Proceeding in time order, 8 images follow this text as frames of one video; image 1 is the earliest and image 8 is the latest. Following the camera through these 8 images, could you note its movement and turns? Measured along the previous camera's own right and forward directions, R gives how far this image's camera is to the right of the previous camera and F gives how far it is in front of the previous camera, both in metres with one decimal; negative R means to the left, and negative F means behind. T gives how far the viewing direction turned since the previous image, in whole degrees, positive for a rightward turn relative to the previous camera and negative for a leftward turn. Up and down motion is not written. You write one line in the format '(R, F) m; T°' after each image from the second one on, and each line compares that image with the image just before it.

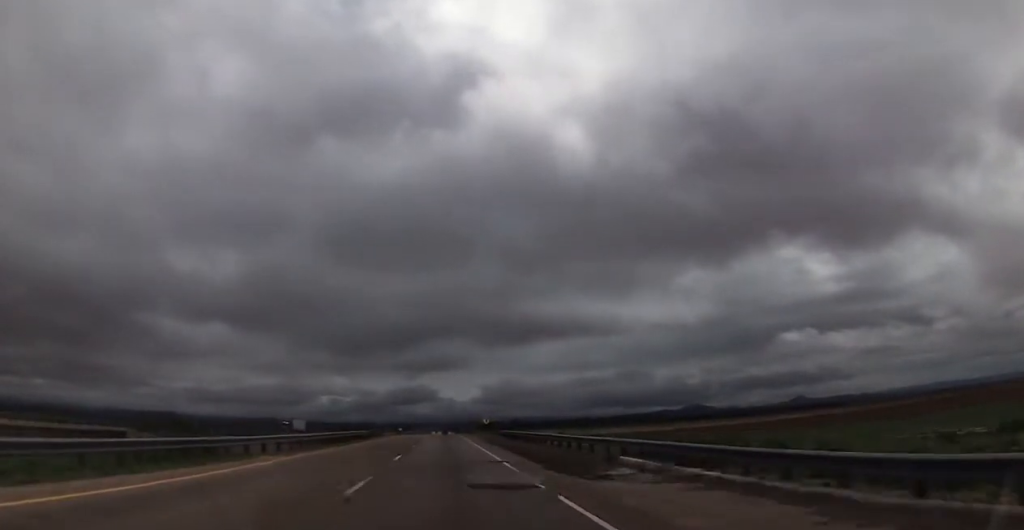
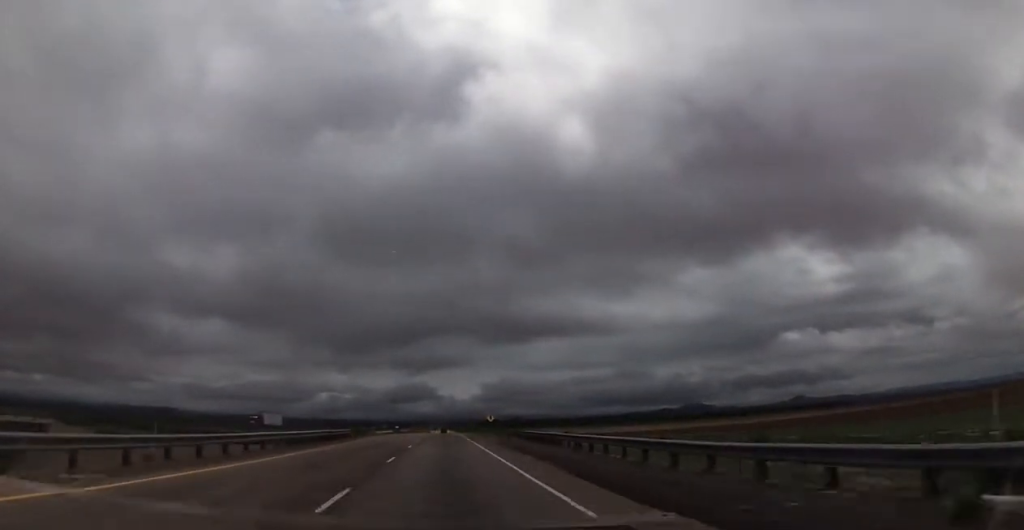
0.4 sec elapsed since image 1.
(0.0, +15.0) m; 0°
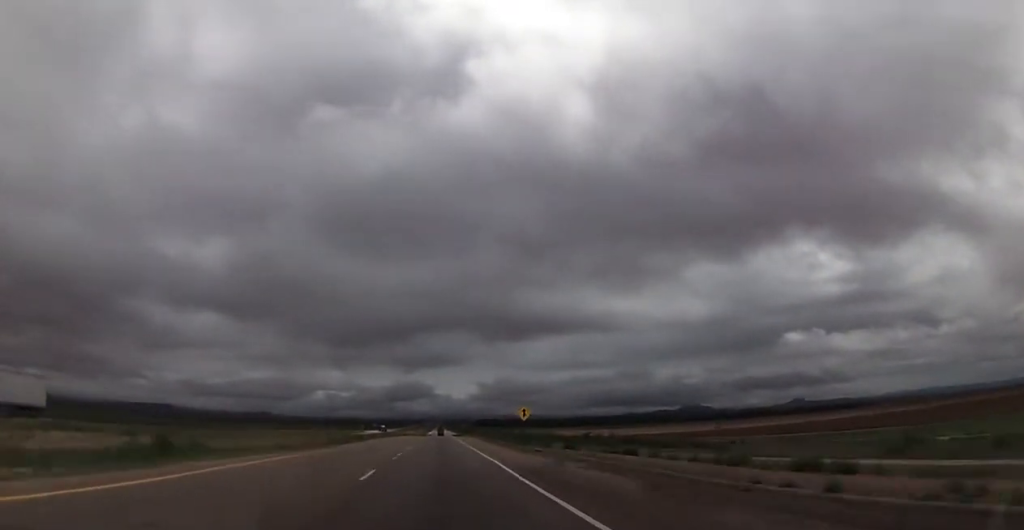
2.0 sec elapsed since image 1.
(0.0, +54.6) m; 0°
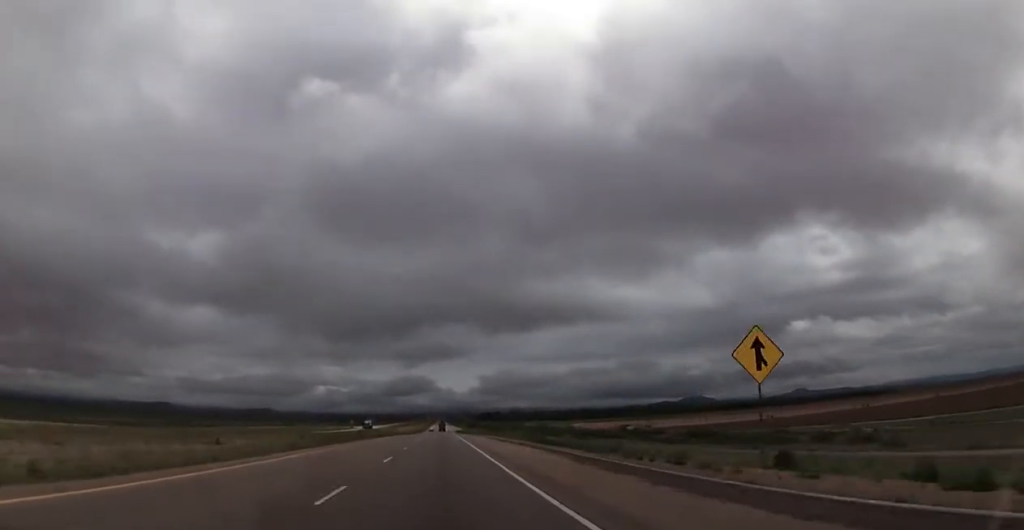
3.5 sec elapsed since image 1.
(+0.1, +53.6) m; 0°
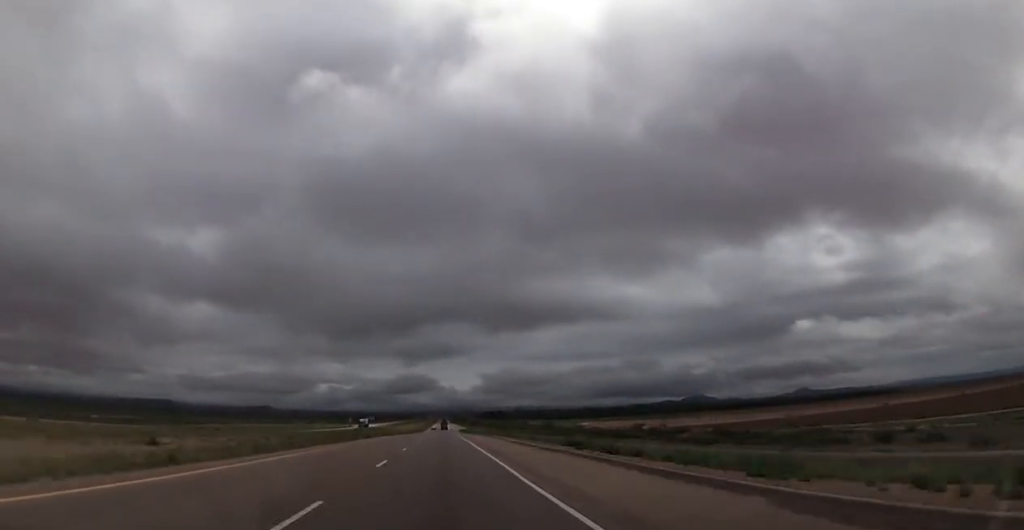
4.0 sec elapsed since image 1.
(0.0, +15.2) m; 0°
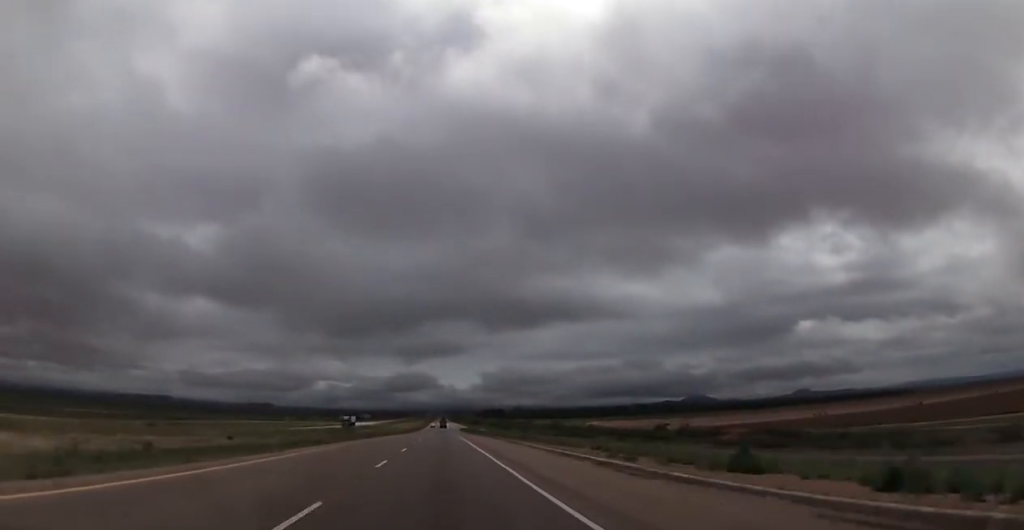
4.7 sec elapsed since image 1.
(0.0, +24.5) m; 0°
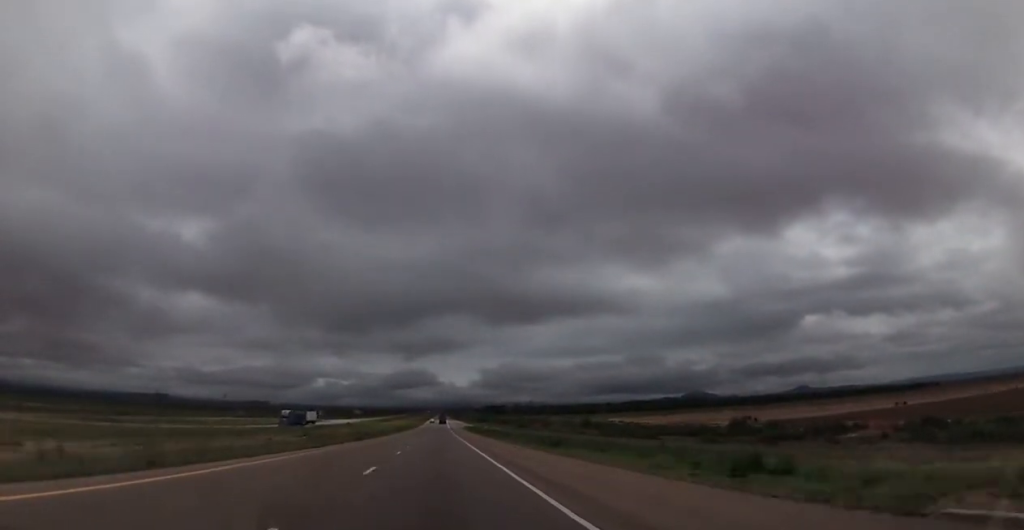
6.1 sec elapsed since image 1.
(0.0, +51.4) m; 0°
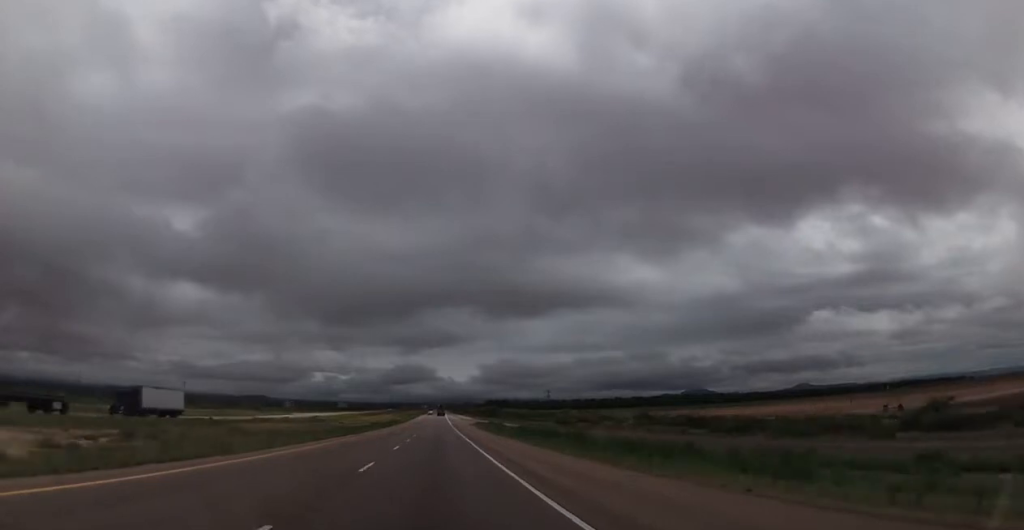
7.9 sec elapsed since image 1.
(0.0, +61.2) m; 0°
